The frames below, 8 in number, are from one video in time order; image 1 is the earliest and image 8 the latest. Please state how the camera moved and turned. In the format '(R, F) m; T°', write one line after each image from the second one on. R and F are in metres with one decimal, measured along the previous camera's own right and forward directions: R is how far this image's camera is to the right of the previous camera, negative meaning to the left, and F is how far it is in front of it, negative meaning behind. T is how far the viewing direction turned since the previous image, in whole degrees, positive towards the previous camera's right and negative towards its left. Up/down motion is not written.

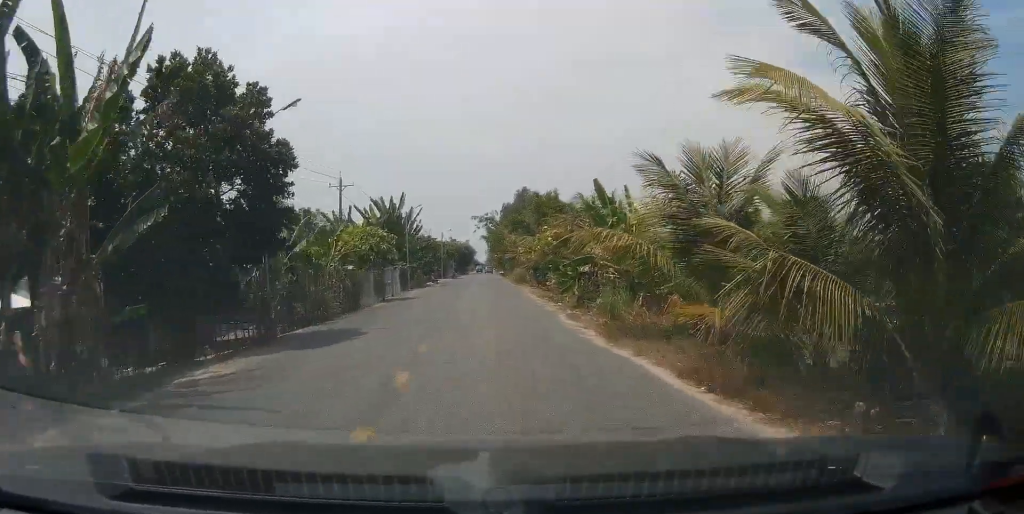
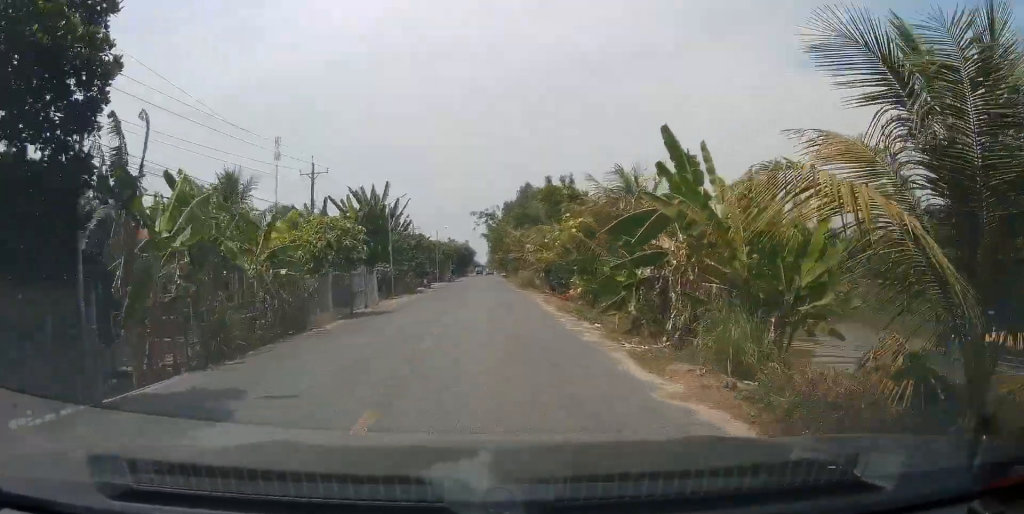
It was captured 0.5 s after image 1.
(+0.1, +8.1) m; 0°
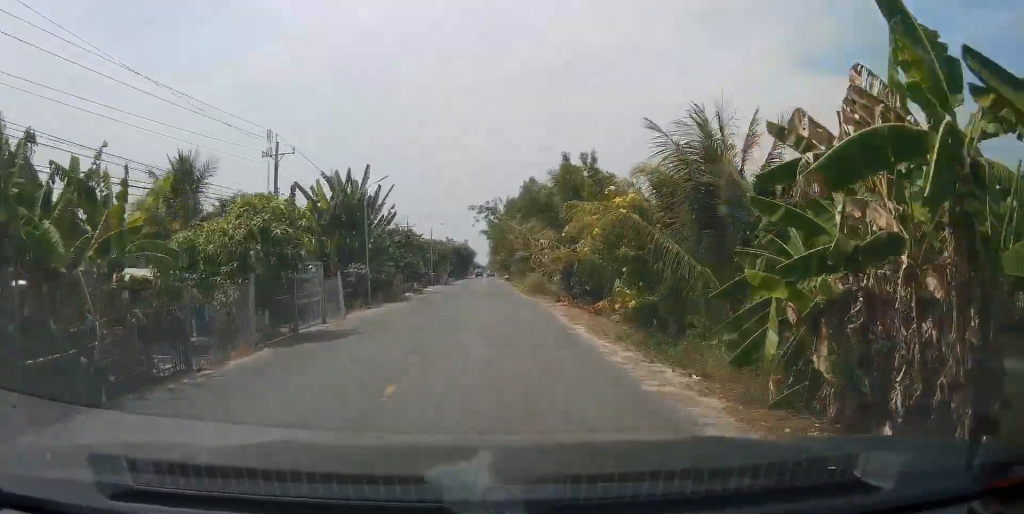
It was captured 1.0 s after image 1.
(+0.2, +7.8) m; 0°
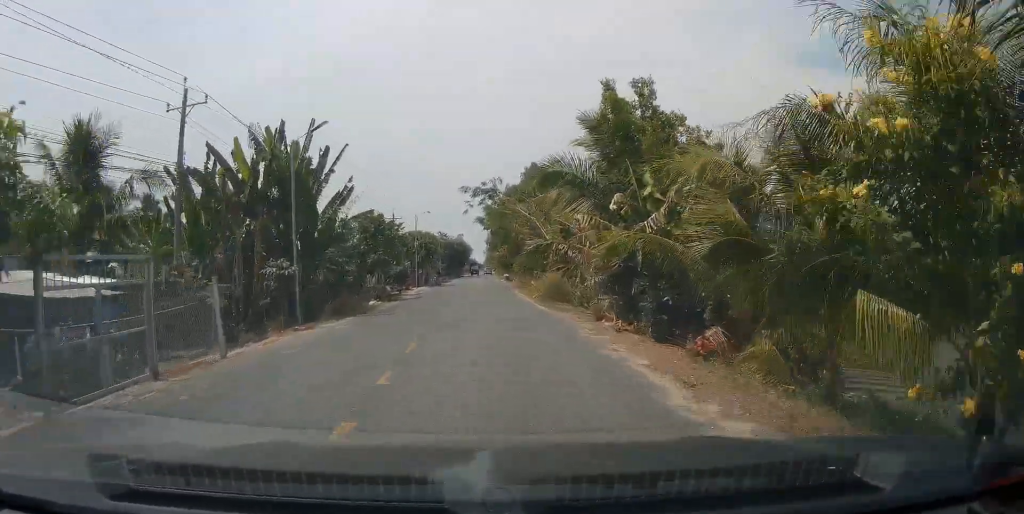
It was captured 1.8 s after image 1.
(-0.2, +11.5) m; -2°
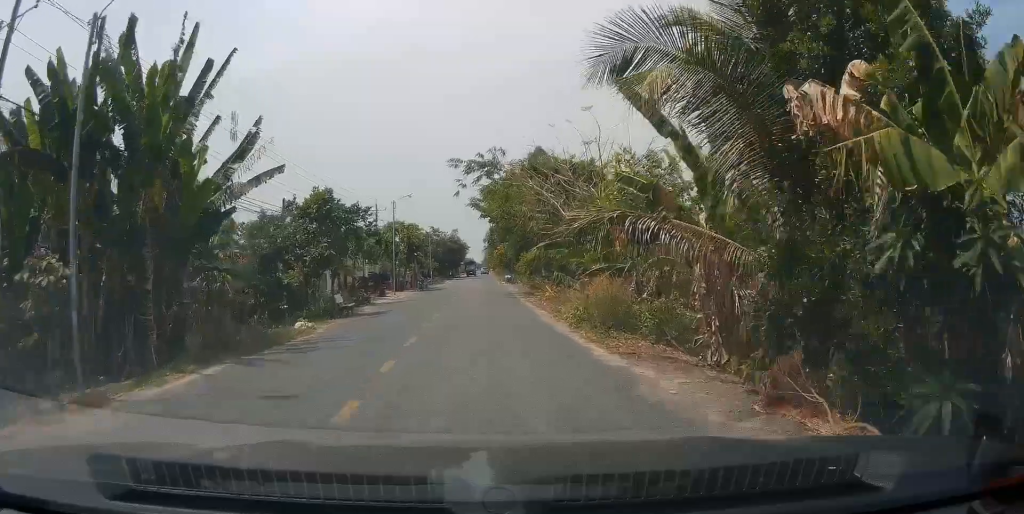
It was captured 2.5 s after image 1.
(-0.2, +10.9) m; 0°
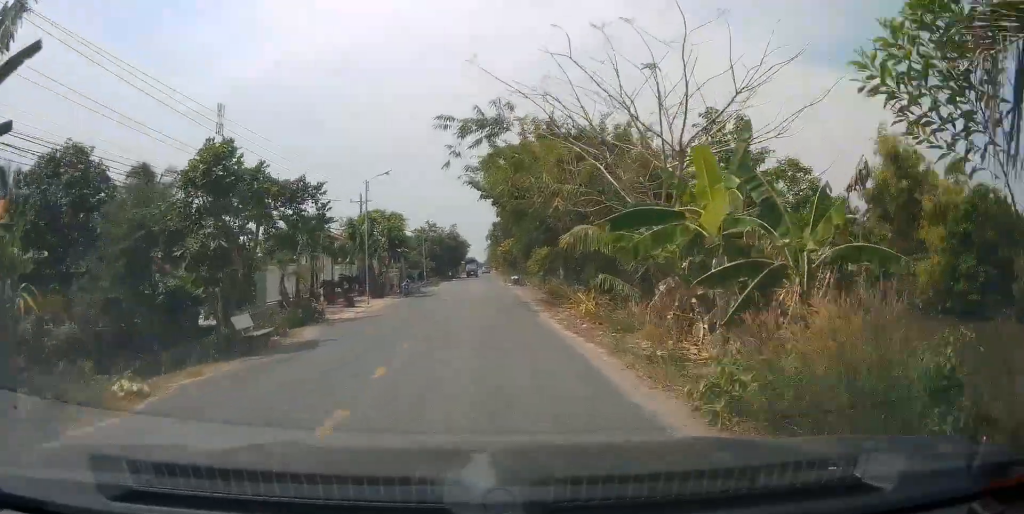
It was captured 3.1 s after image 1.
(-0.4, +9.8) m; +2°
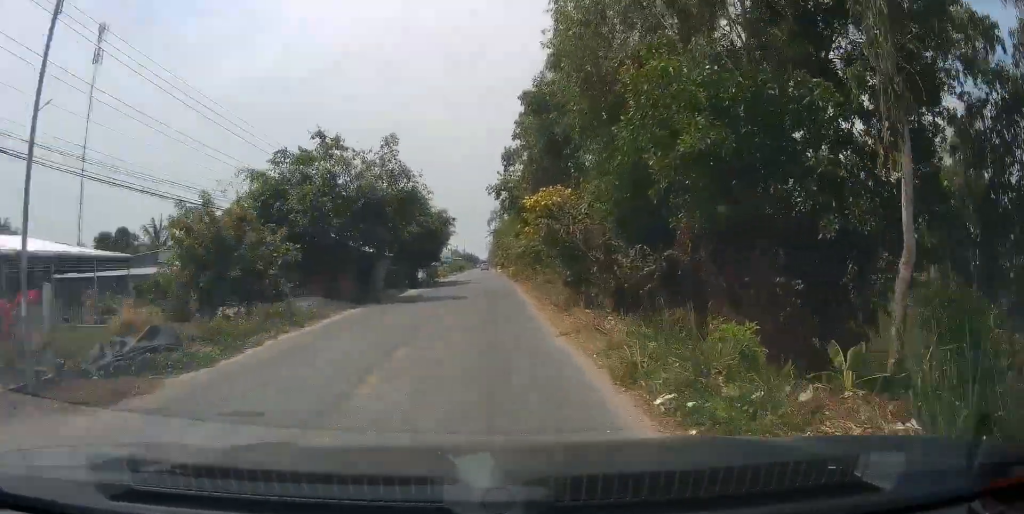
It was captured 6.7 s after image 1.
(-0.5, +52.8) m; -1°
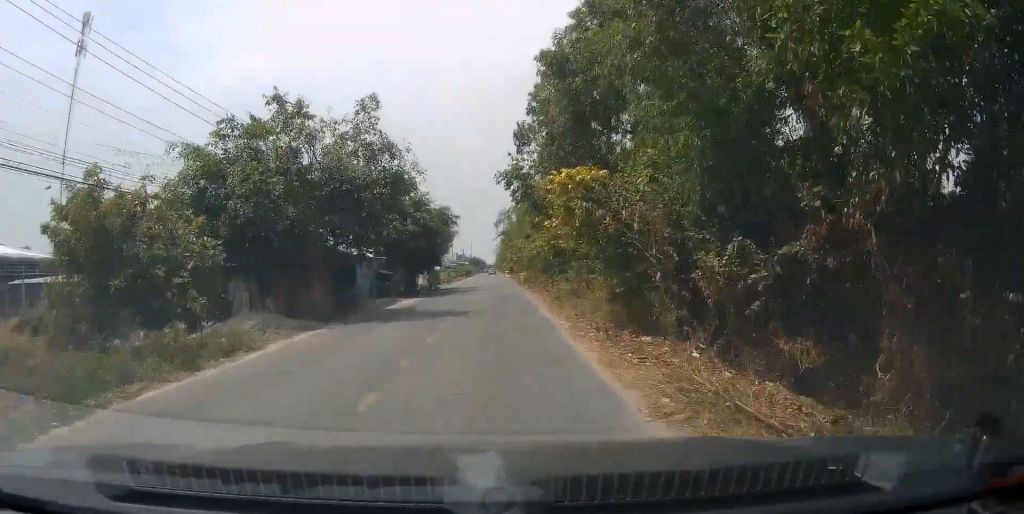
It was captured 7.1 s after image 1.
(-0.1, +7.2) m; +1°
